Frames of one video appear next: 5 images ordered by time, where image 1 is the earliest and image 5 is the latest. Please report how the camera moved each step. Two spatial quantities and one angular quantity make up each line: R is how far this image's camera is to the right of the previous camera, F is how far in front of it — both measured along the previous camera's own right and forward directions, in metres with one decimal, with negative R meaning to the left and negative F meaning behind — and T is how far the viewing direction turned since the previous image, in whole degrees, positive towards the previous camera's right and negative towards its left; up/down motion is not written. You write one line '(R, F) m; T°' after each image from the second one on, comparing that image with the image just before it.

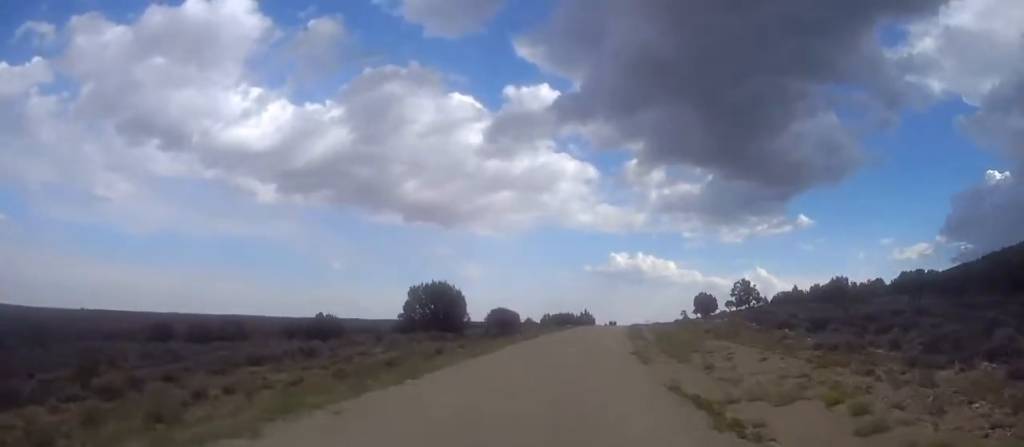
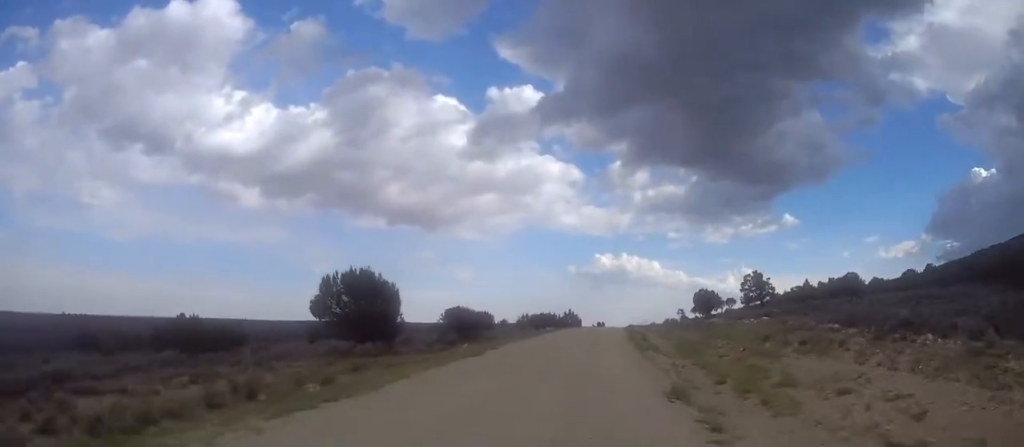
(+0.1, +16.9) m; +2°
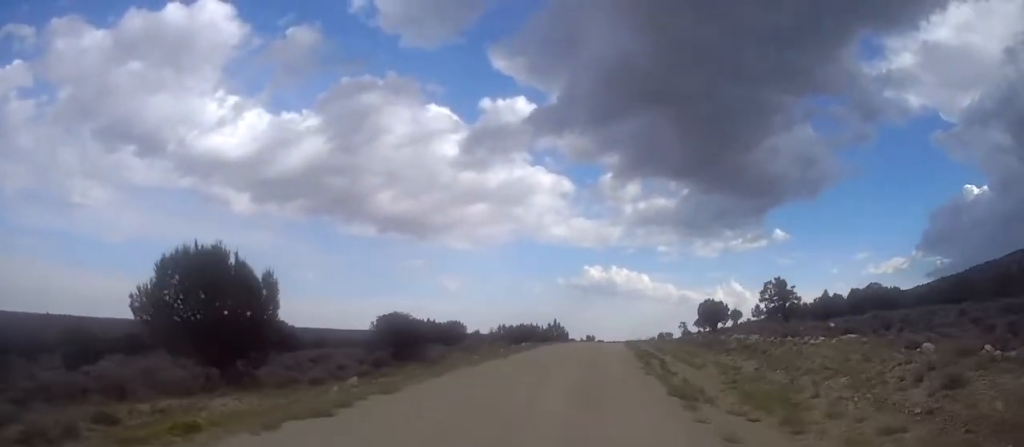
(+0.3, +15.9) m; +2°
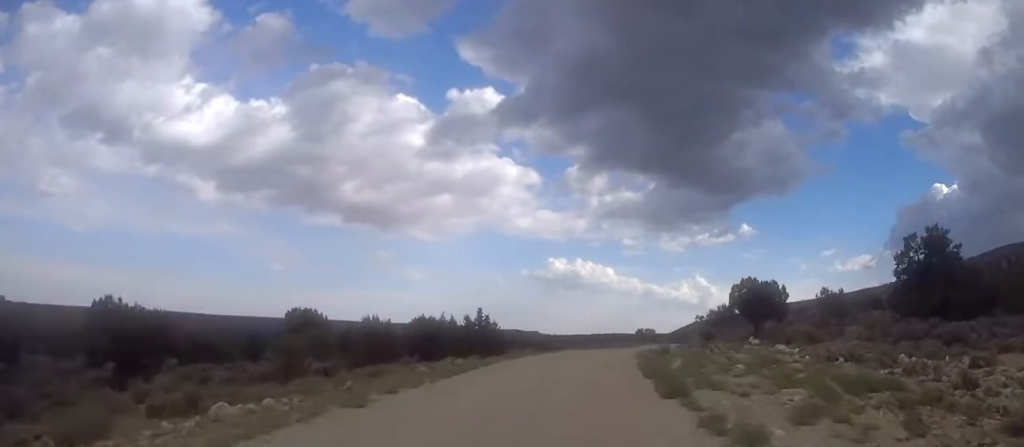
(+1.6, +42.0) m; +4°
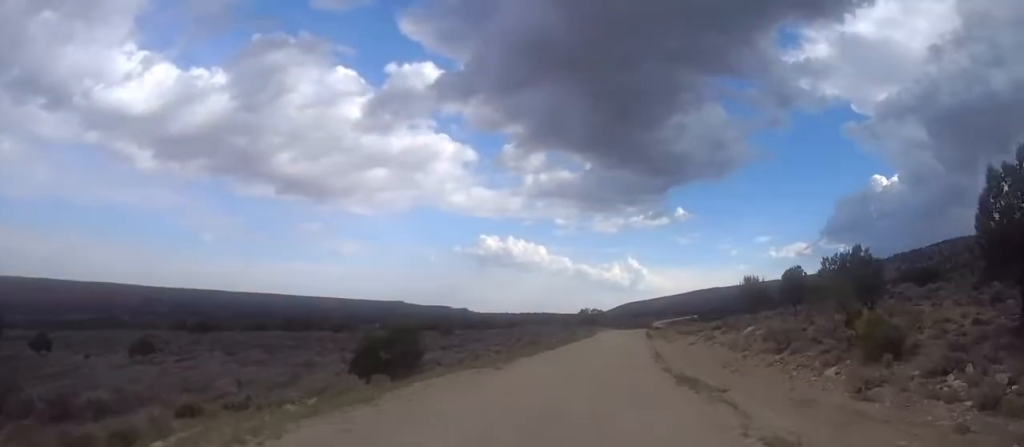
(+1.8, +47.3) m; +6°
